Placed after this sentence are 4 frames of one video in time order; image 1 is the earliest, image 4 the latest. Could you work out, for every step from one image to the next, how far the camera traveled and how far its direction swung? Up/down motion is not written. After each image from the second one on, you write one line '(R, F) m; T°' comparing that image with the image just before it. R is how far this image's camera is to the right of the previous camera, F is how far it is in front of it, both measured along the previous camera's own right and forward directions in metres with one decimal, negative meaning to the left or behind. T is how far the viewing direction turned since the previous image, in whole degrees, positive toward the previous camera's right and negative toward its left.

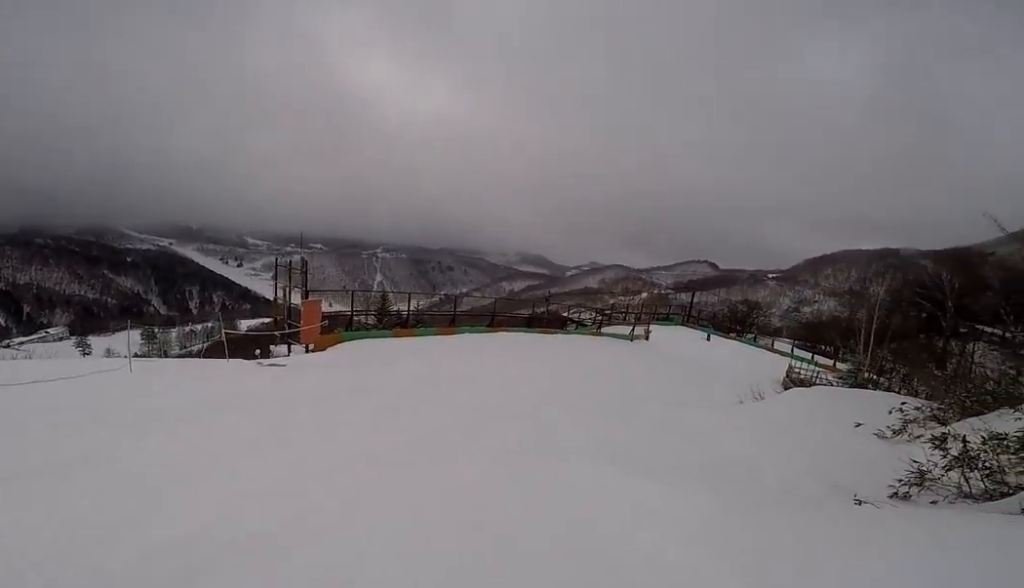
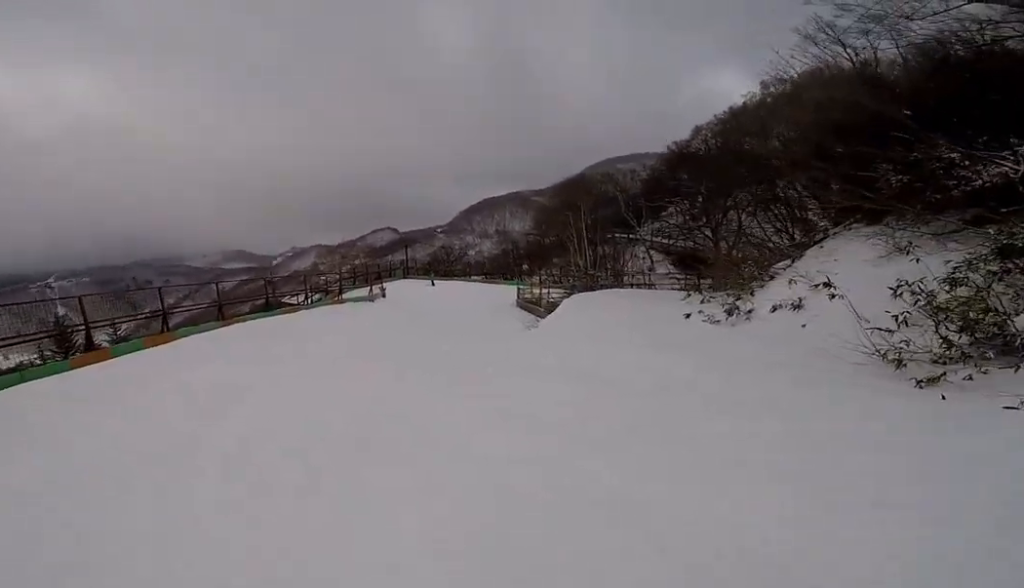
(+0.9, +5.8) m; +25°
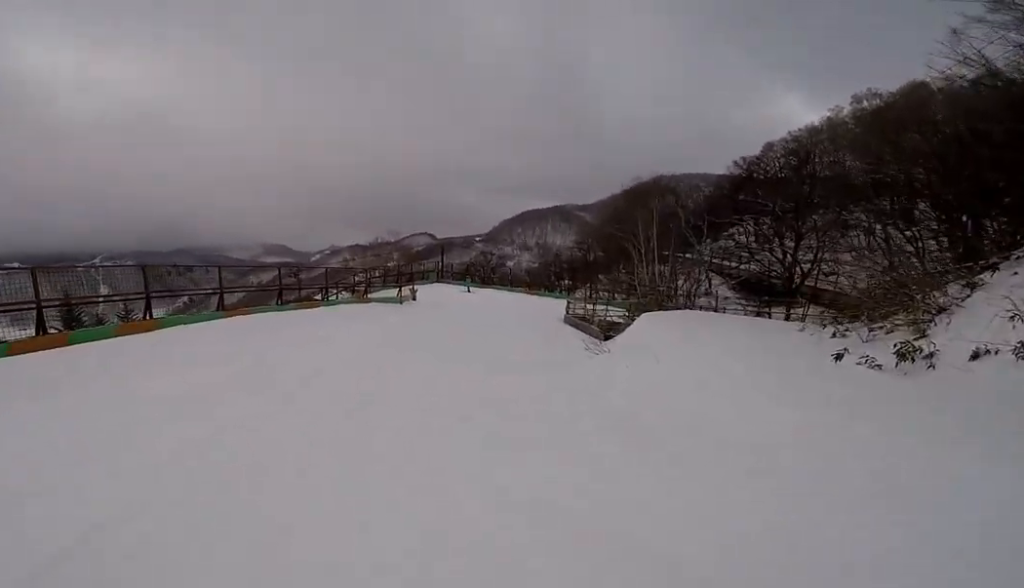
(+0.6, +3.5) m; +5°
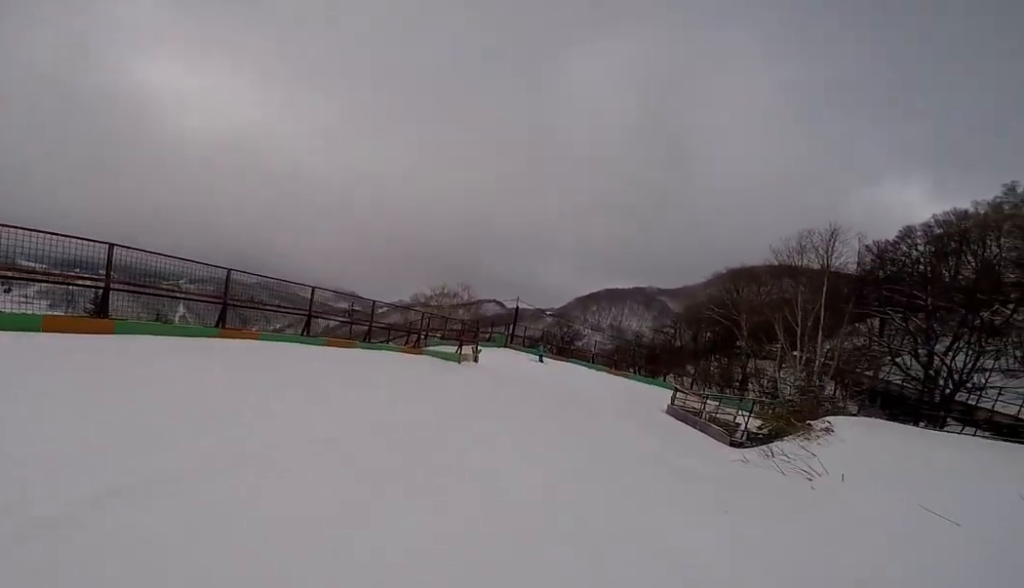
(+0.1, +5.3) m; -1°
